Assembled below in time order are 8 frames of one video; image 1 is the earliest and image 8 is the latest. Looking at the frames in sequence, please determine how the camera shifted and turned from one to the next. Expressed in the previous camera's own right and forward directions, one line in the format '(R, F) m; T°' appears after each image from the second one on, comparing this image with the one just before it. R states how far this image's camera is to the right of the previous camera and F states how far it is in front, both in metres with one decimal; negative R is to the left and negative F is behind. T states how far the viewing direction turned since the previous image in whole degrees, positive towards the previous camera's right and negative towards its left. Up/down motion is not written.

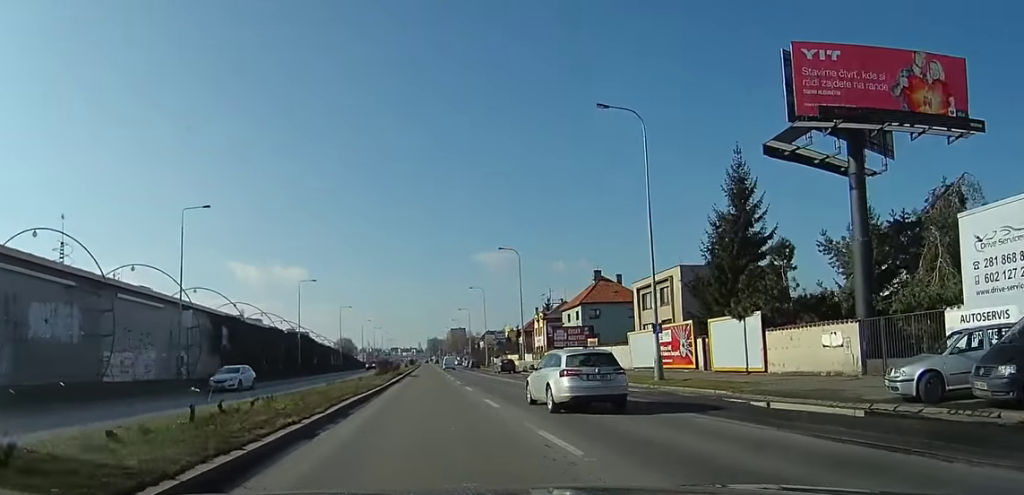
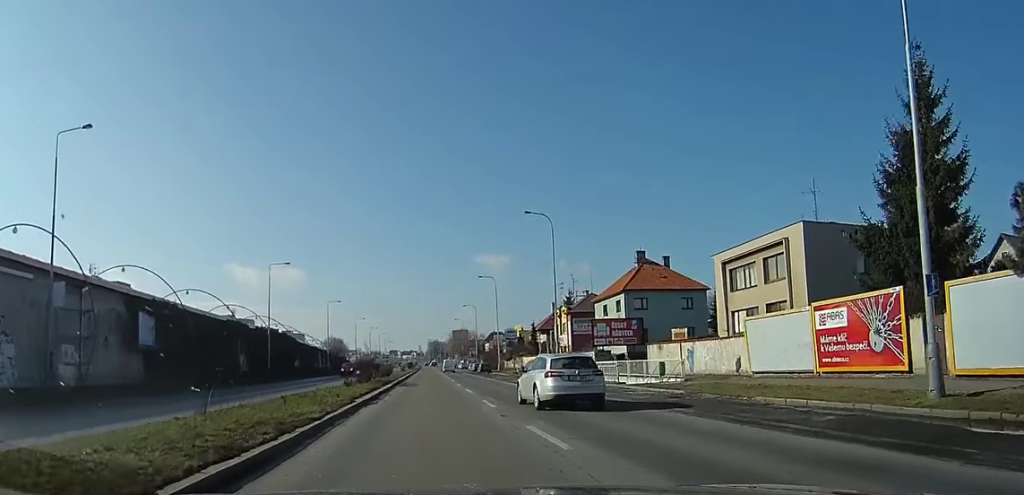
(-0.2, +18.2) m; +1°
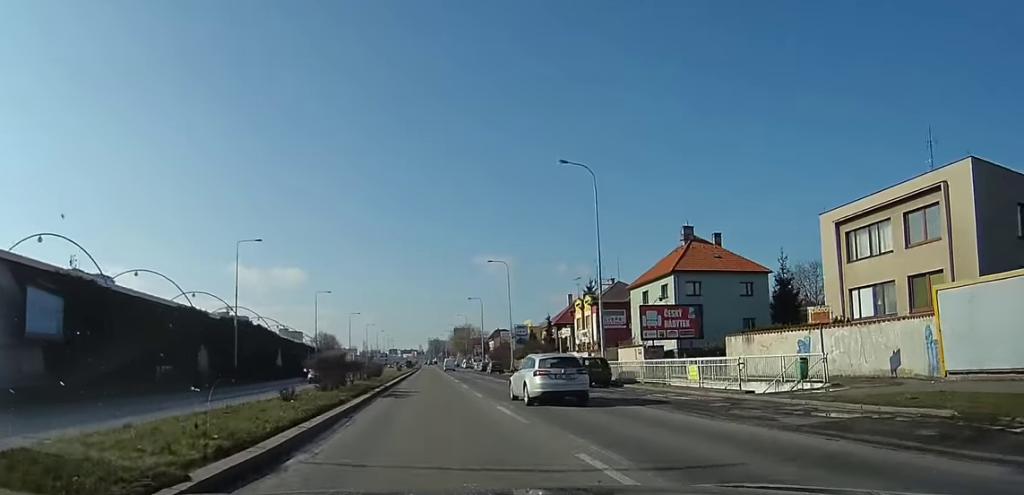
(+0.4, +13.4) m; +2°
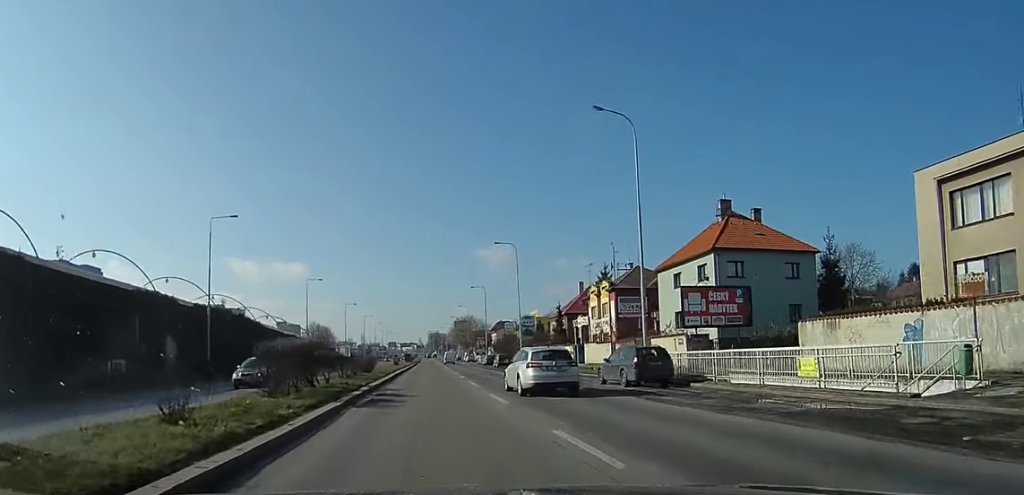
(+0.2, +7.5) m; 0°
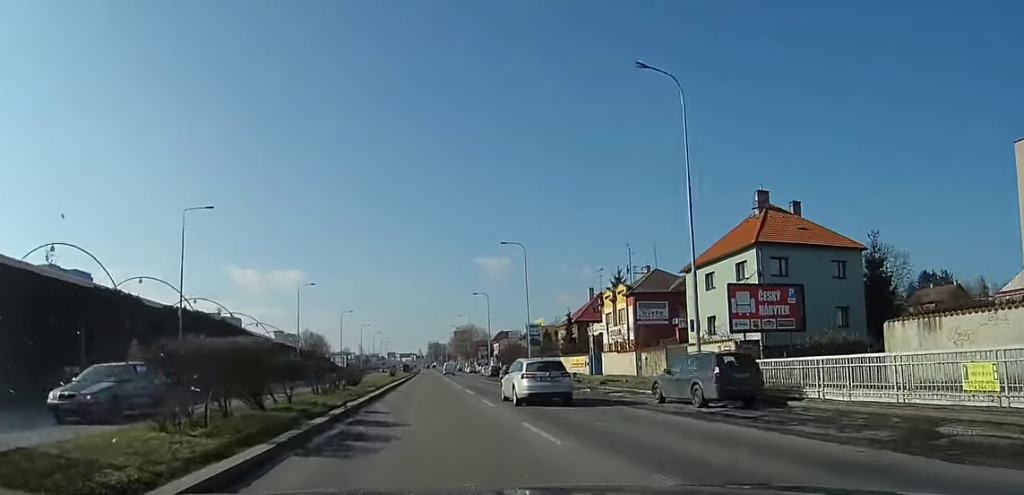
(0.0, +5.7) m; -2°
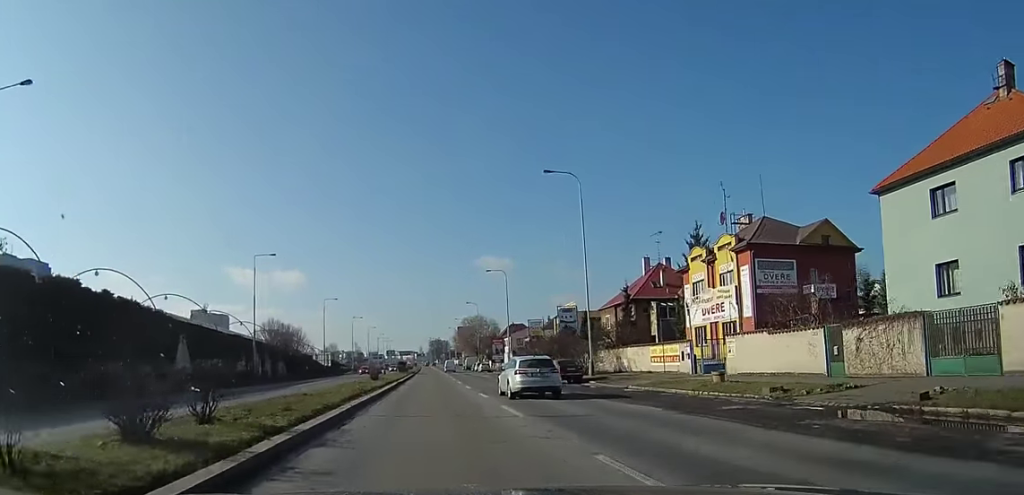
(-0.9, +20.1) m; -3°
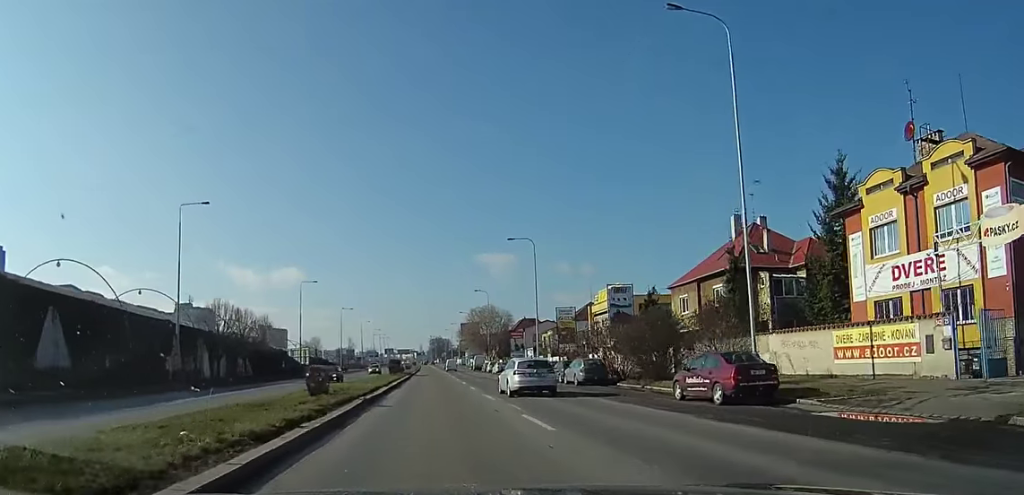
(-0.1, +19.4) m; 0°
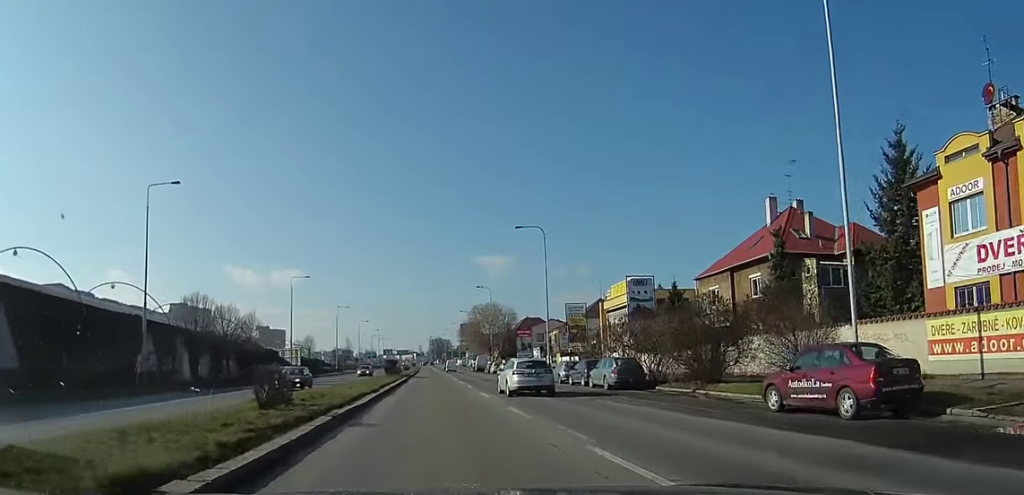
(0.0, +5.3) m; 0°
